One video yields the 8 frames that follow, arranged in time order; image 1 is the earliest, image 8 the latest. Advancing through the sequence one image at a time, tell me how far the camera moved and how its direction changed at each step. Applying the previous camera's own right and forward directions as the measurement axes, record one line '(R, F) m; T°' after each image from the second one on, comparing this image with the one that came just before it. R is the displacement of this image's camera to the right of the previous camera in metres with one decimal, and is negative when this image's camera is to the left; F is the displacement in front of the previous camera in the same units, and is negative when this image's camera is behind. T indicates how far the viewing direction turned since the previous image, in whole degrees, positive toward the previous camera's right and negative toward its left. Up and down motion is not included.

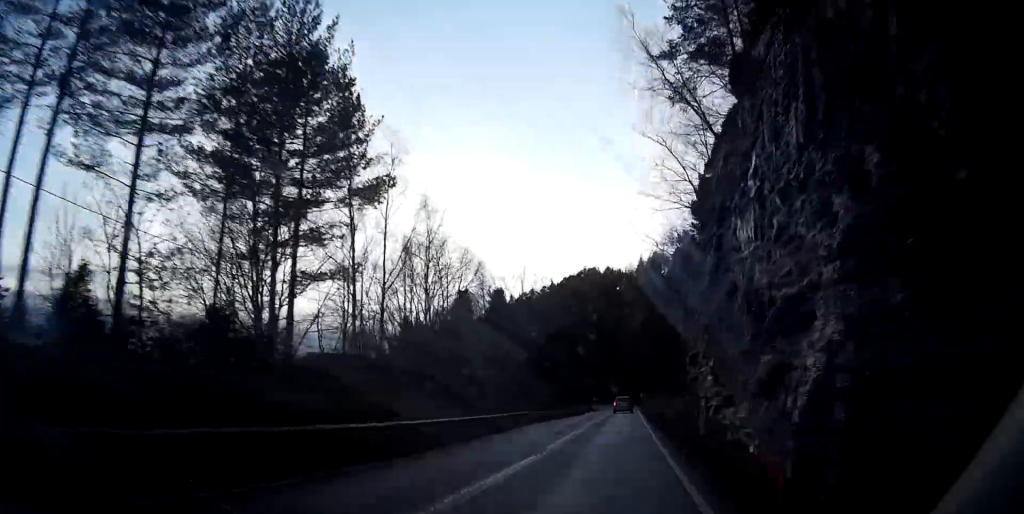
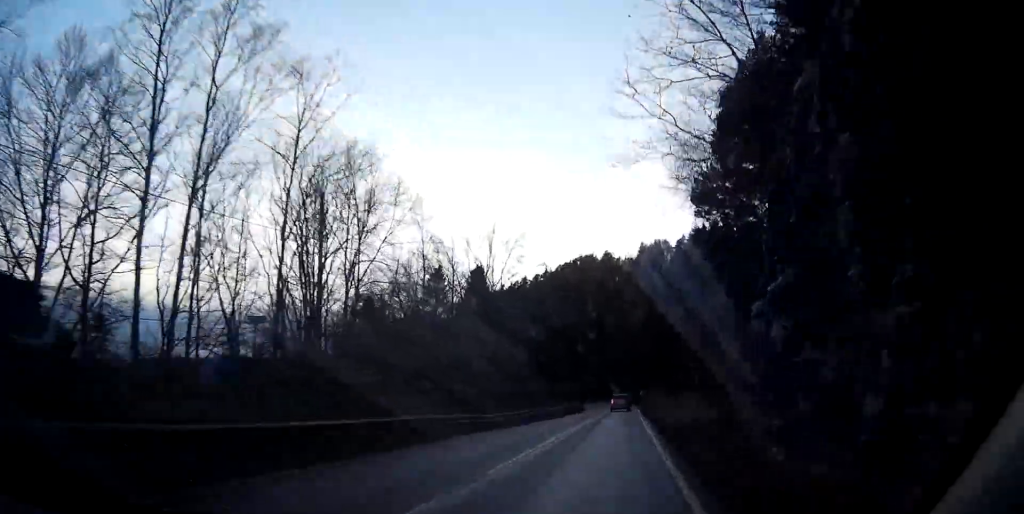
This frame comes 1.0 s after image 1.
(0.0, +19.7) m; +2°
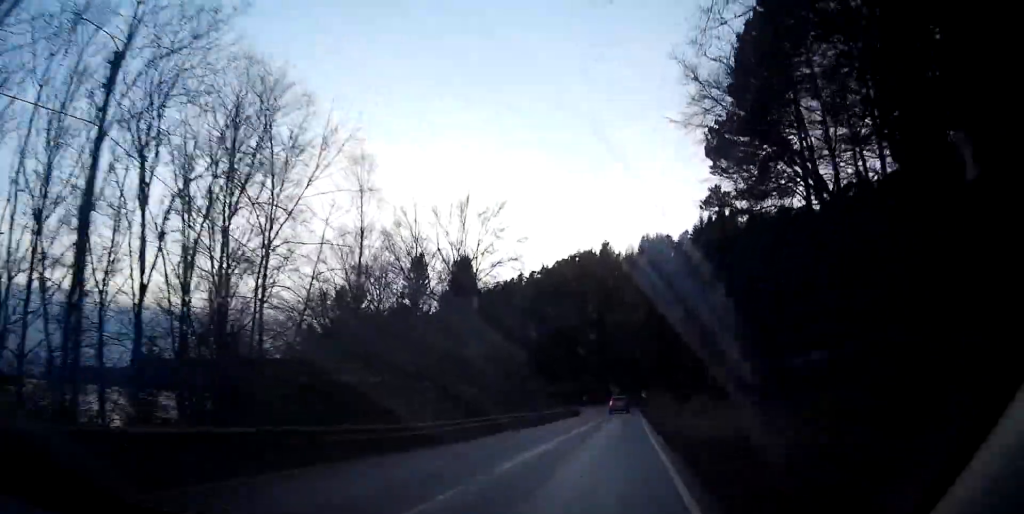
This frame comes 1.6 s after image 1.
(+0.1, +11.3) m; +2°
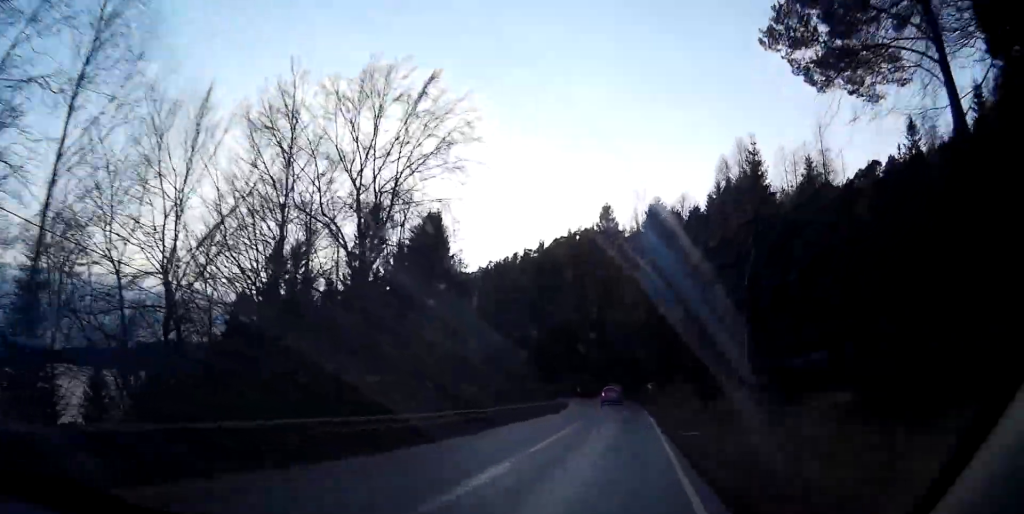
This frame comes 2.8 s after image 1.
(+0.5, +20.7) m; +1°
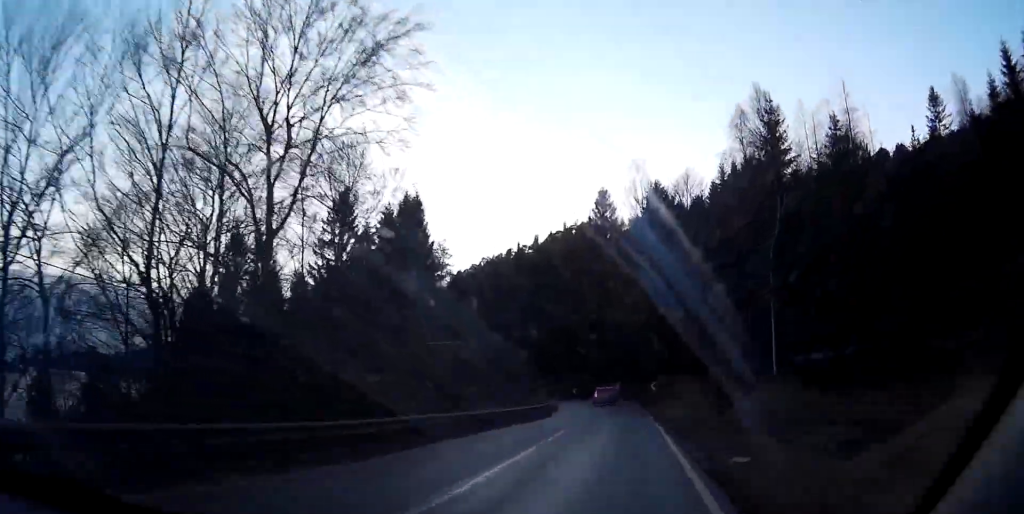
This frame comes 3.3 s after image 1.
(0.0, +9.0) m; 0°
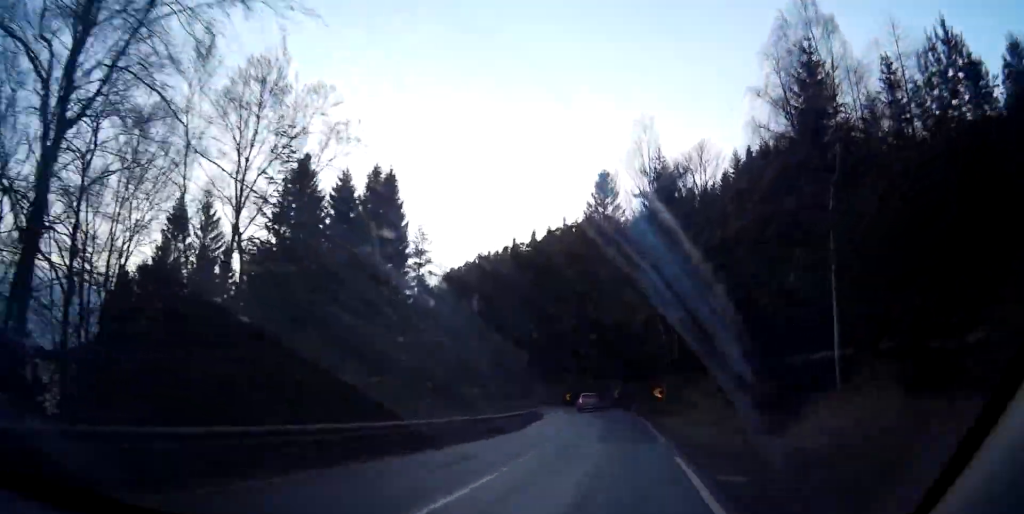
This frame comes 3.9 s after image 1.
(0.0, +11.2) m; -1°
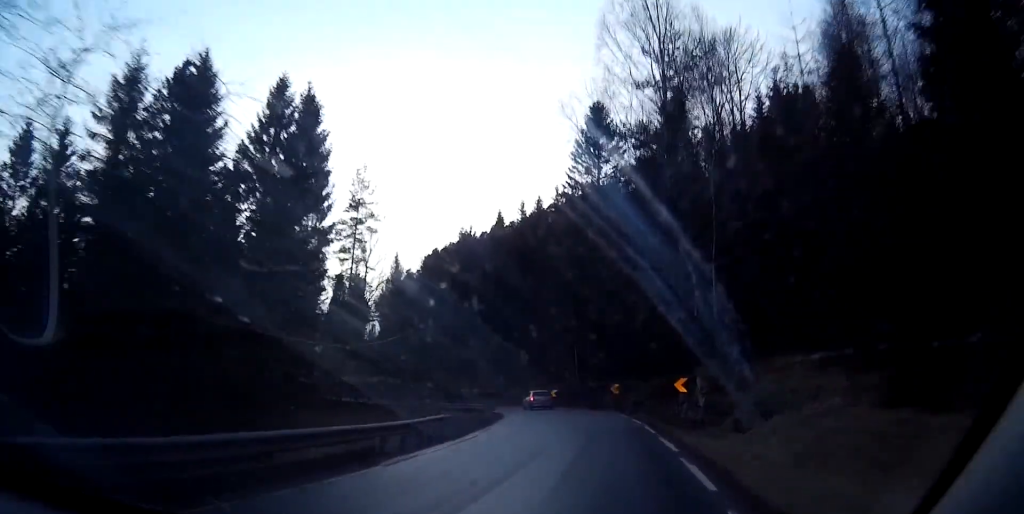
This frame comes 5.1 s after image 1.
(-0.3, +20.8) m; -2°
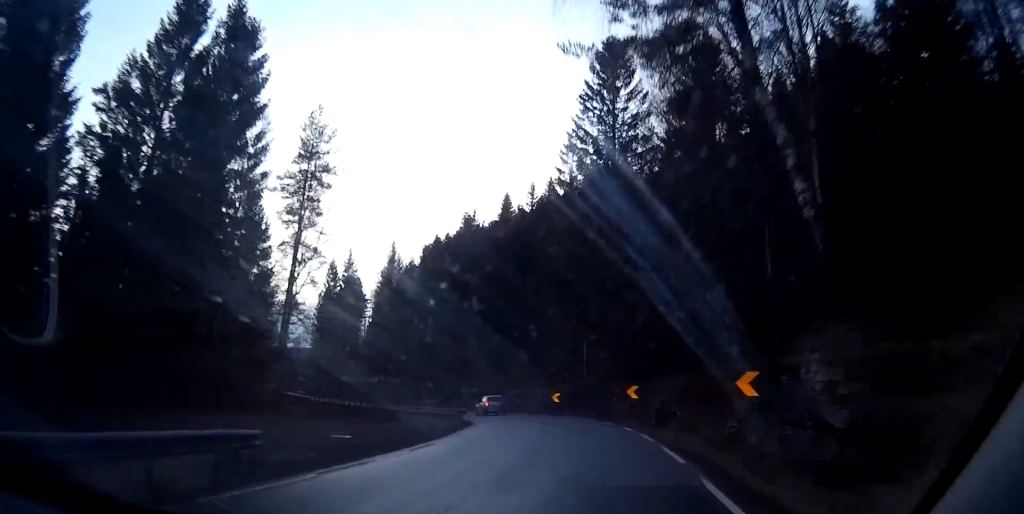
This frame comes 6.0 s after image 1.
(-0.1, +14.9) m; -1°
